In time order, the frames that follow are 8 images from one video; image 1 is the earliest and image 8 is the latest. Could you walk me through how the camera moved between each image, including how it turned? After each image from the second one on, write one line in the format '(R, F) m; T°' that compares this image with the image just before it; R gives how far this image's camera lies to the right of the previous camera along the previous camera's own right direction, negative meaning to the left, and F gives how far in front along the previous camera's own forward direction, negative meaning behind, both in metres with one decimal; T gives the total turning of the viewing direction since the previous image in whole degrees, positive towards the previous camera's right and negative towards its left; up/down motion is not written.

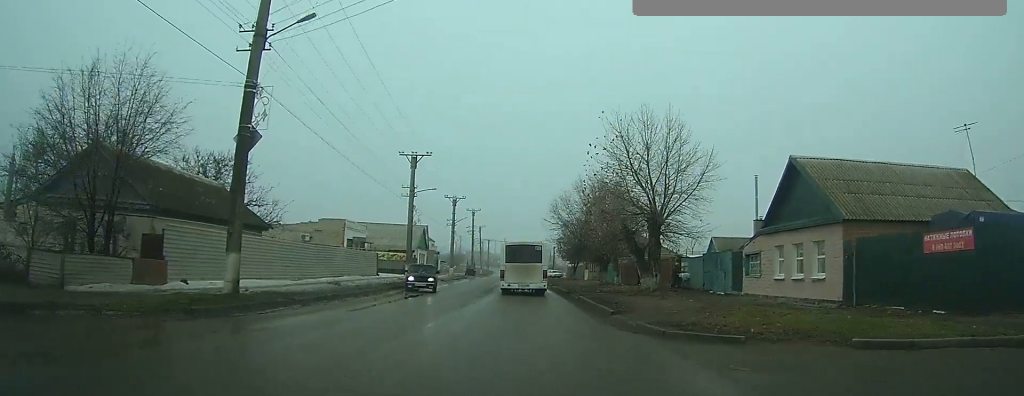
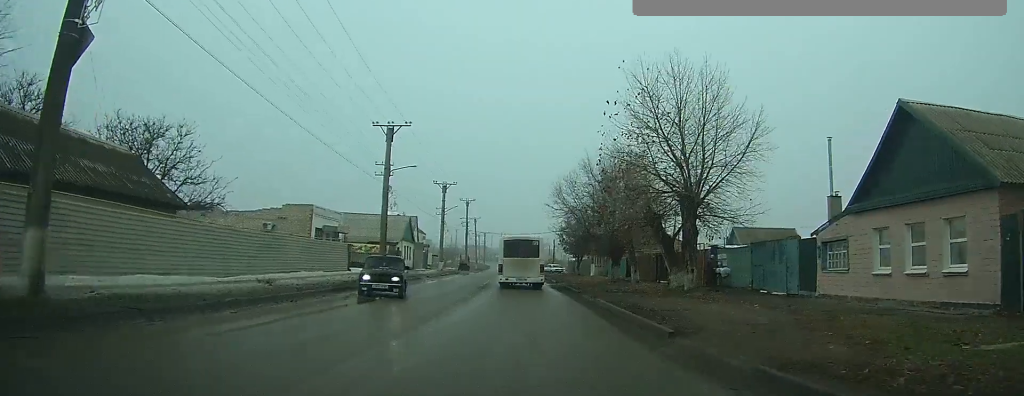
(0.0, +6.5) m; 0°
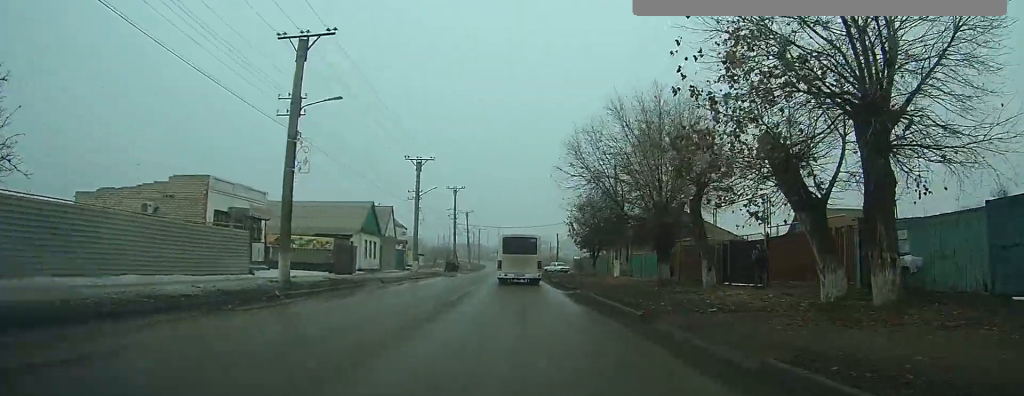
(0.0, +13.6) m; +1°
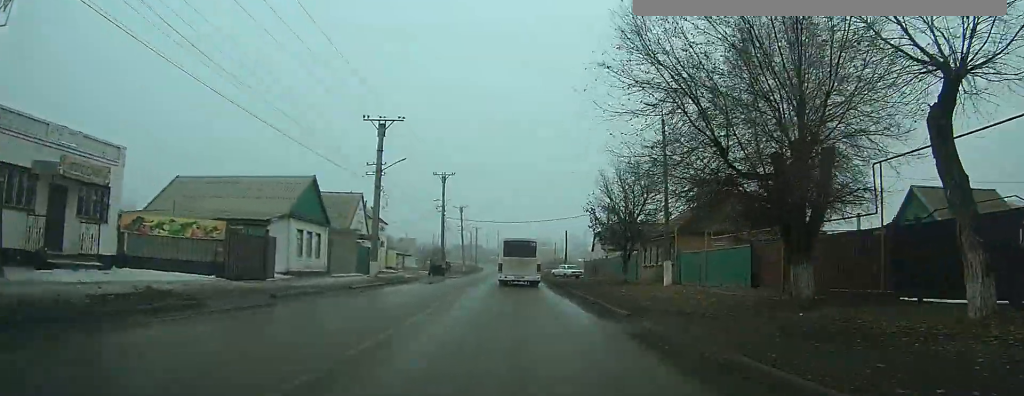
(+0.1, +14.6) m; +2°
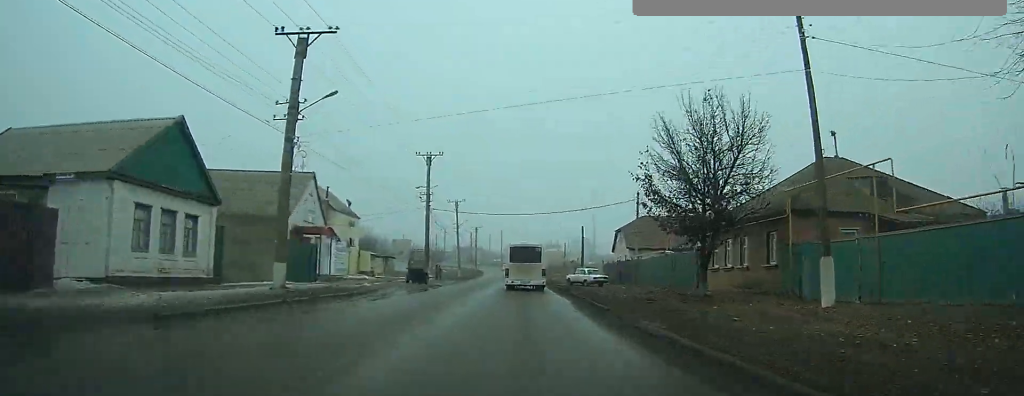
(+0.2, +15.4) m; +1°
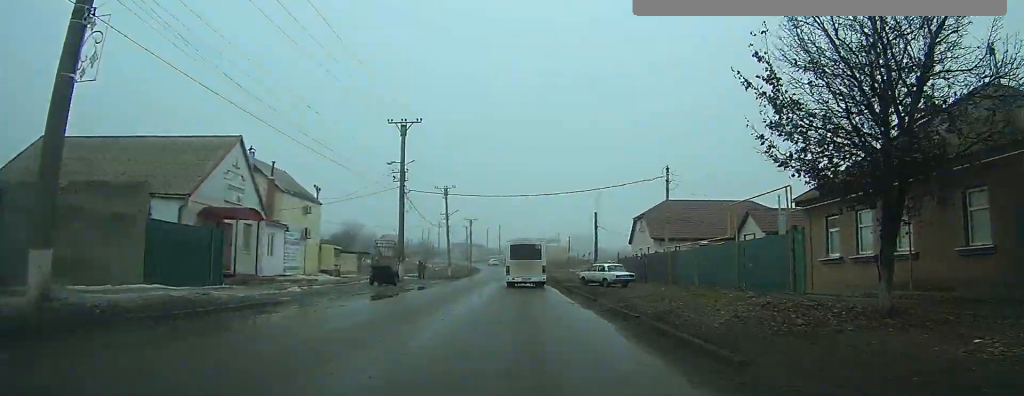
(0.0, +10.1) m; 0°
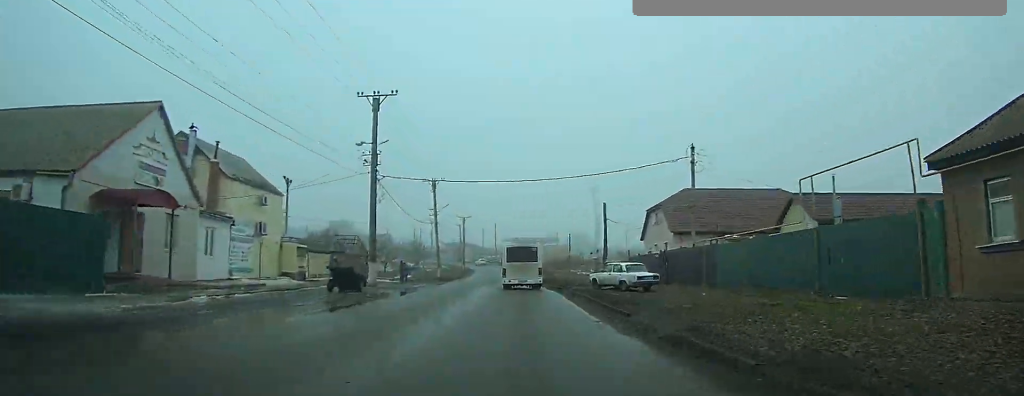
(0.0, +6.1) m; -1°
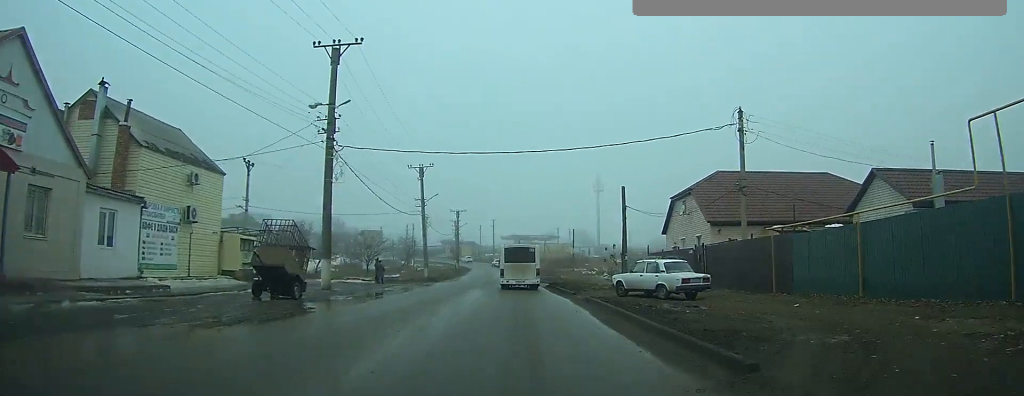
(0.0, +7.2) m; -1°
